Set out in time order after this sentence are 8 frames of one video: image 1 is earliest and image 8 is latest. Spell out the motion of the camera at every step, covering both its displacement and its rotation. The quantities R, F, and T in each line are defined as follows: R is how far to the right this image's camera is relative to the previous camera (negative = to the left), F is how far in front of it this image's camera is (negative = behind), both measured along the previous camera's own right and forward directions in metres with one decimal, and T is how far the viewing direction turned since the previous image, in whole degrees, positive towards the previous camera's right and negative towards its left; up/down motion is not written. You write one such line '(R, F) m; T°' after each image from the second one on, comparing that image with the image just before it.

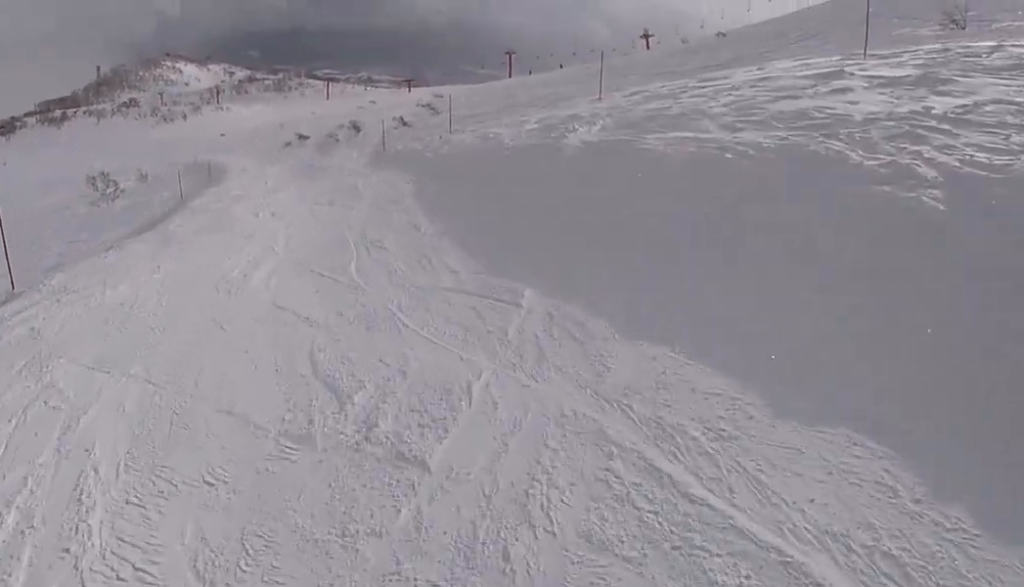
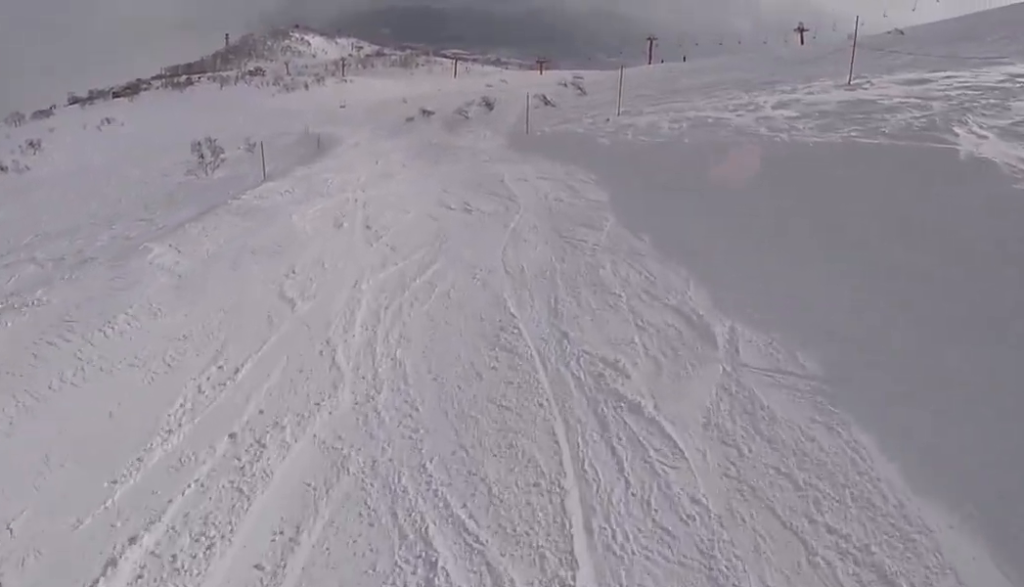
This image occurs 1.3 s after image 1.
(-0.2, +6.0) m; +5°
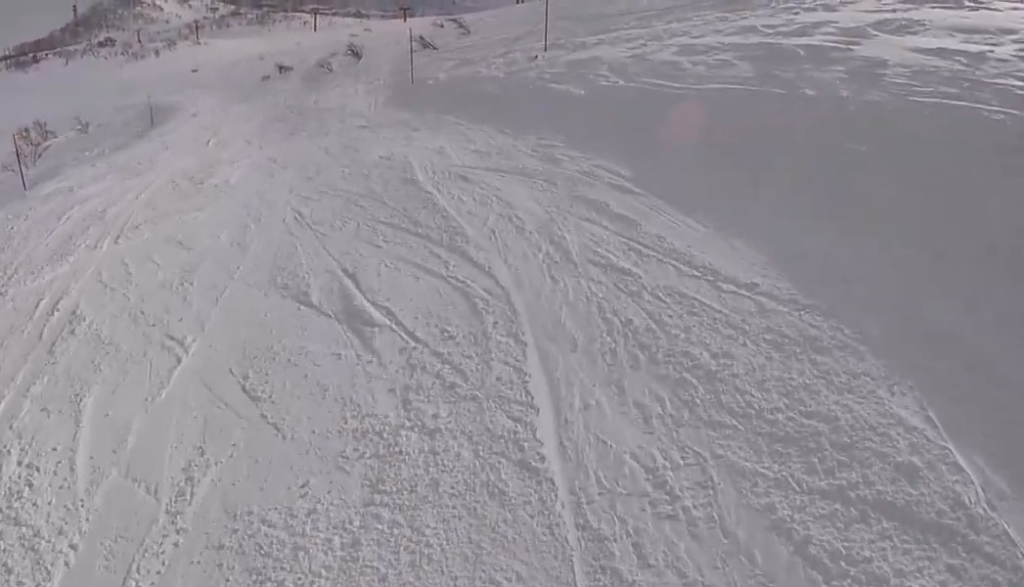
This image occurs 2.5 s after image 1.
(+0.2, +6.7) m; -3°
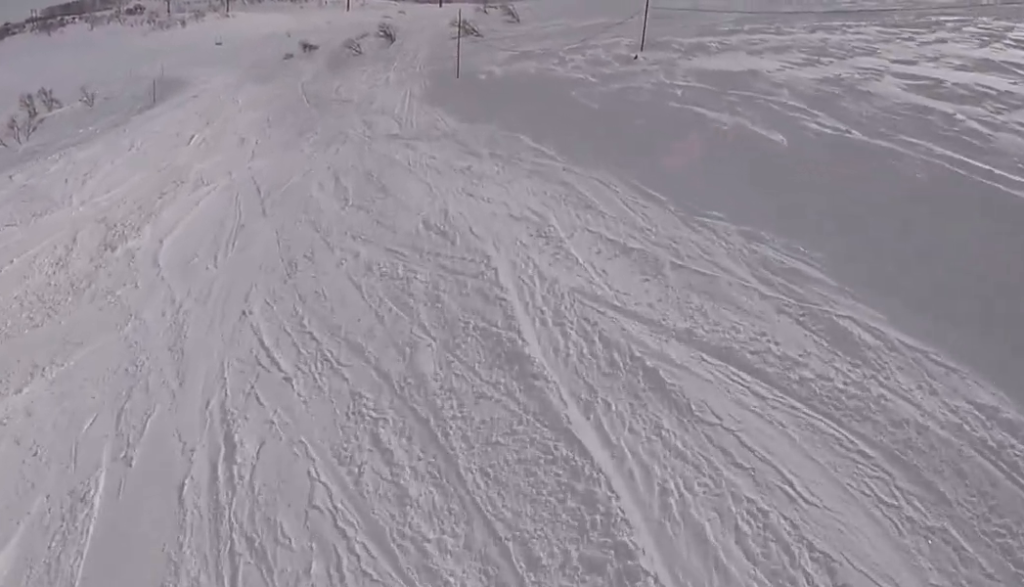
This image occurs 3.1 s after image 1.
(-0.2, +4.0) m; -2°
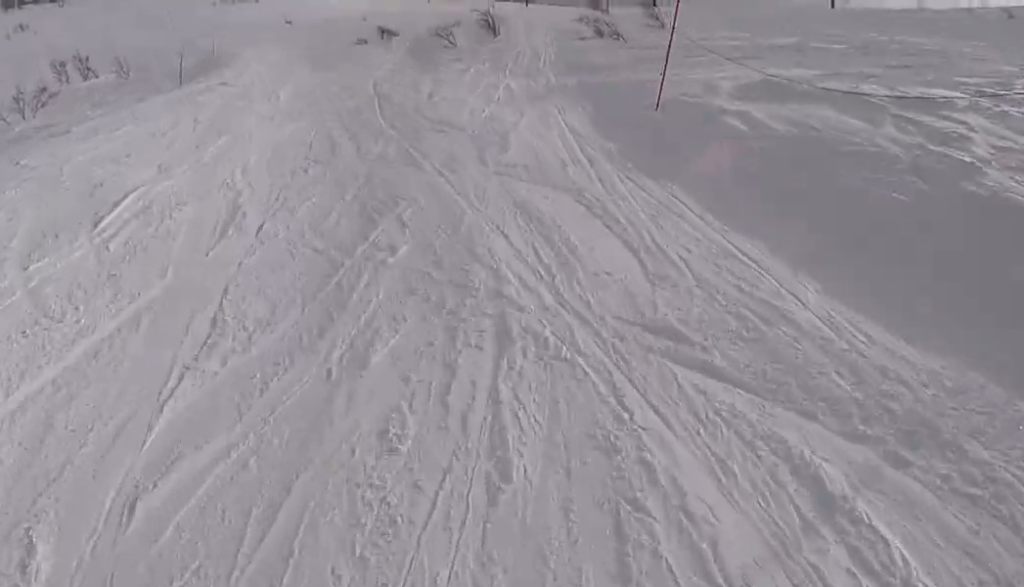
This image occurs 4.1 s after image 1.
(+0.2, +7.5) m; +6°
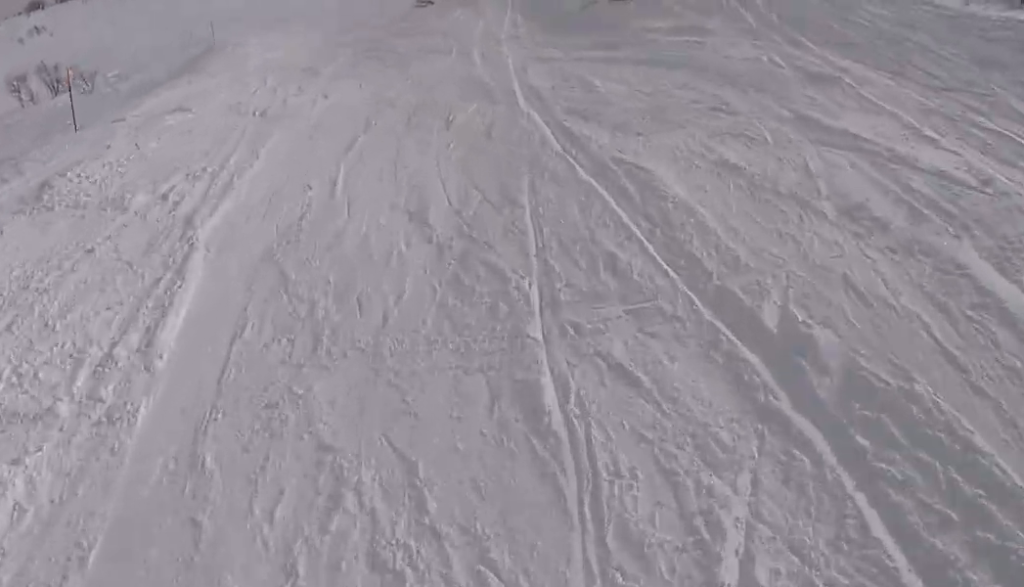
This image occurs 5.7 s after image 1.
(-0.3, +11.9) m; -9°
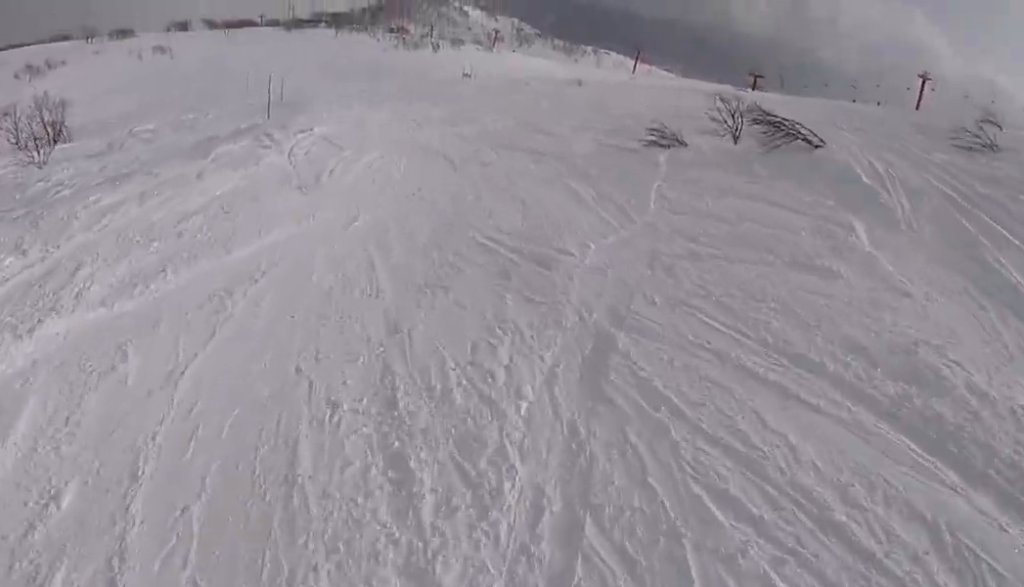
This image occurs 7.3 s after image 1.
(+0.3, +15.0) m; +2°
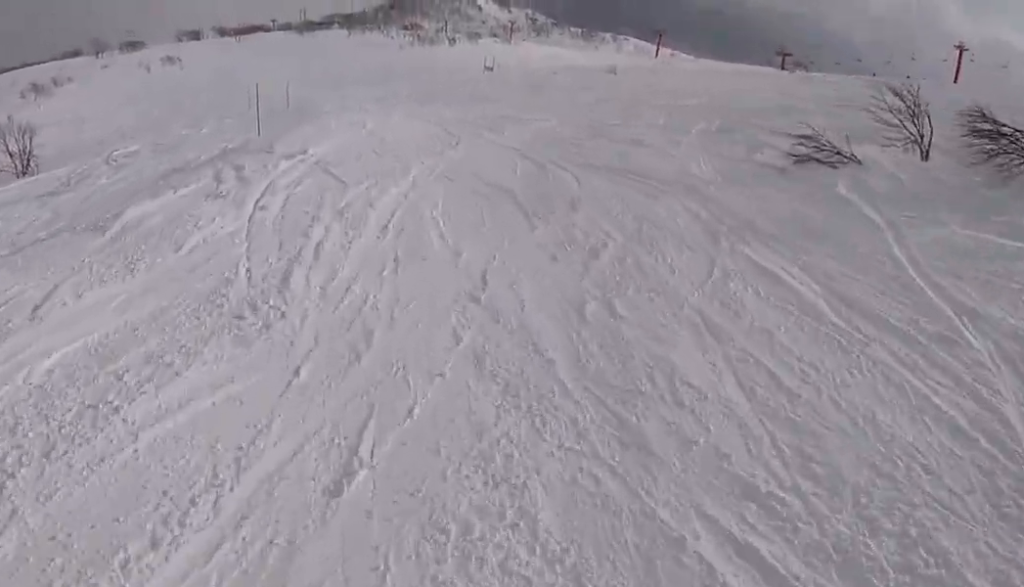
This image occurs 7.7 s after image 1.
(+0.7, +4.6) m; -3°
